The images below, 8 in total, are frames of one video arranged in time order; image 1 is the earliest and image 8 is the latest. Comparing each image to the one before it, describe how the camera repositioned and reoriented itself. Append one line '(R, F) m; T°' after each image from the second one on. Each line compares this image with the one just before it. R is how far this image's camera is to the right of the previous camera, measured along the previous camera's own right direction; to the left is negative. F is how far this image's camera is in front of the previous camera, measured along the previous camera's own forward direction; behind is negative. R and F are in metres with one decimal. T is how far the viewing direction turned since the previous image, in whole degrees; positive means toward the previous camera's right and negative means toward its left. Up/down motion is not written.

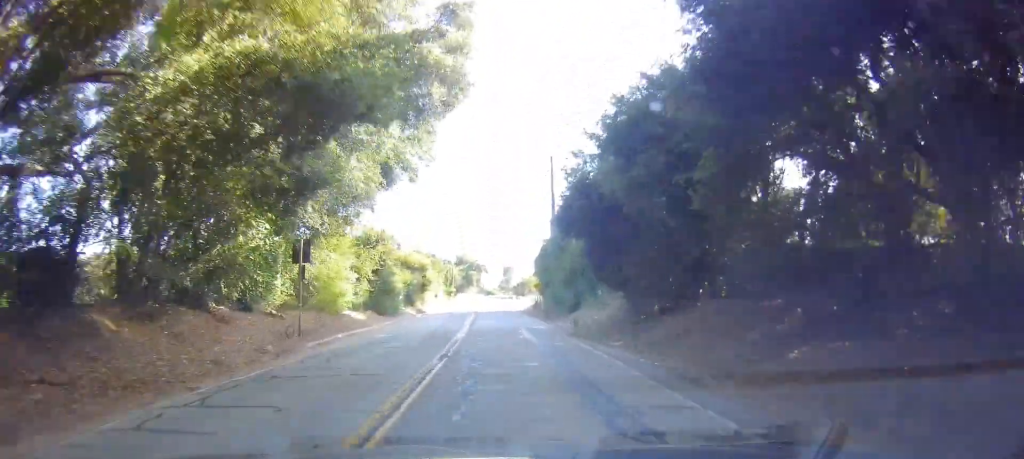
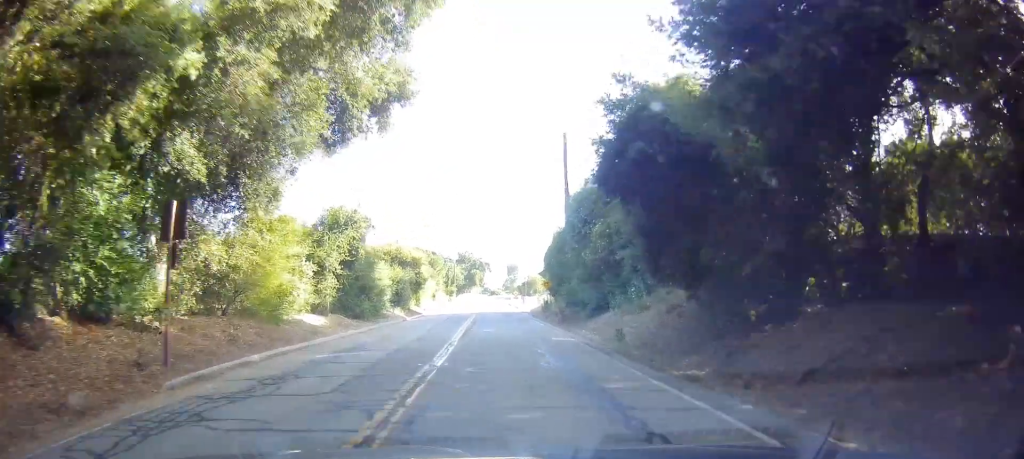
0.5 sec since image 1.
(0.0, +9.0) m; 0°
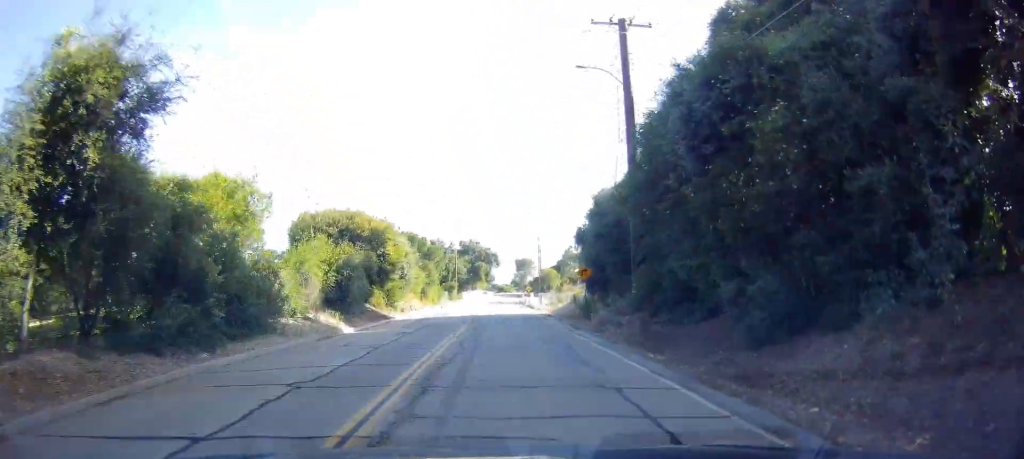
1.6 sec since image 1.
(+0.1, +21.7) m; -1°
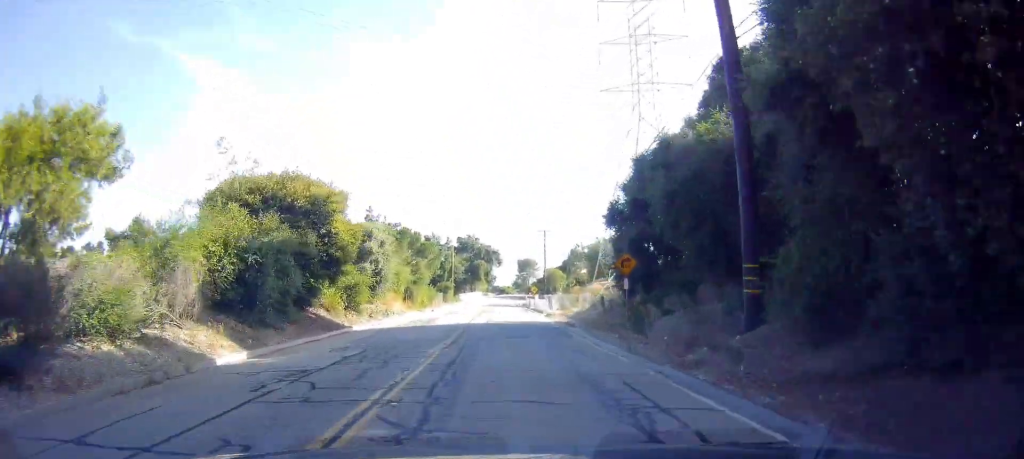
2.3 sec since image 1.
(-0.2, +12.7) m; -1°
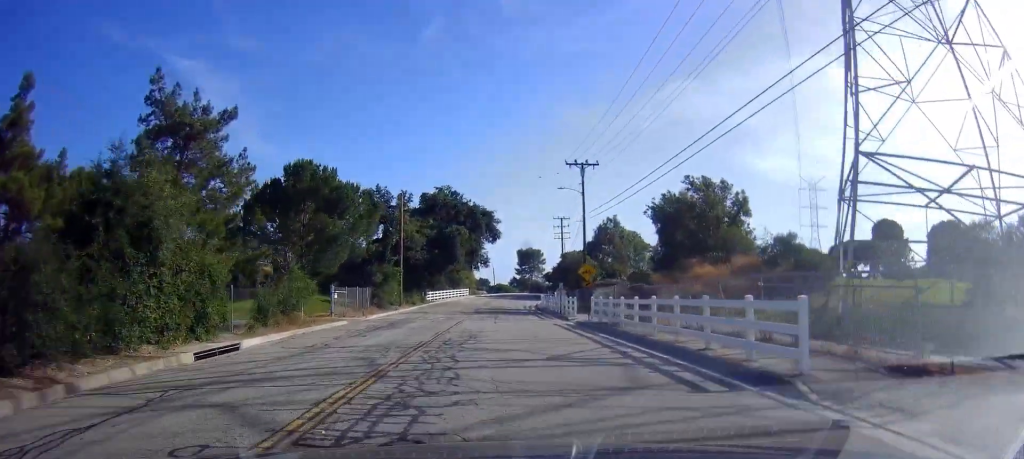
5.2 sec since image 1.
(+1.1, +53.4) m; +3°
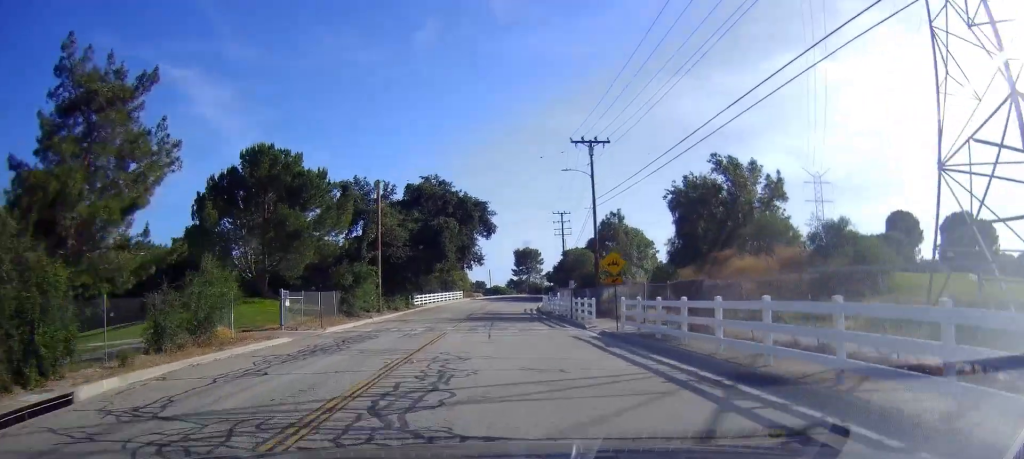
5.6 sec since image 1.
(0.0, +8.1) m; -1°
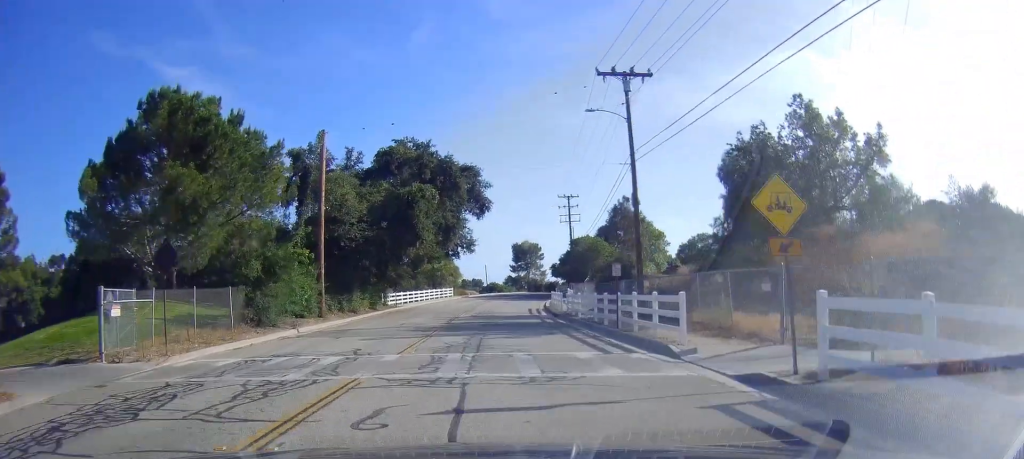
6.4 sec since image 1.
(-0.2, +14.6) m; +1°
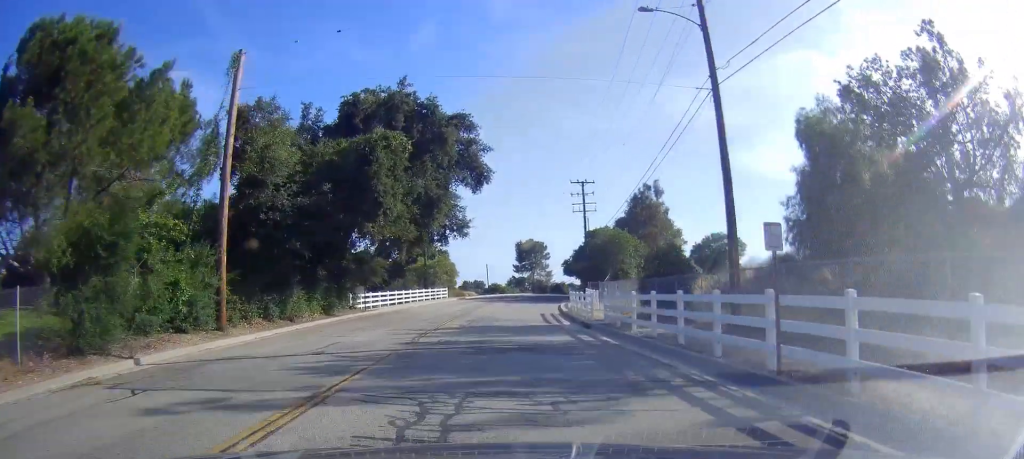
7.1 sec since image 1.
(-0.1, +11.6) m; +1°
